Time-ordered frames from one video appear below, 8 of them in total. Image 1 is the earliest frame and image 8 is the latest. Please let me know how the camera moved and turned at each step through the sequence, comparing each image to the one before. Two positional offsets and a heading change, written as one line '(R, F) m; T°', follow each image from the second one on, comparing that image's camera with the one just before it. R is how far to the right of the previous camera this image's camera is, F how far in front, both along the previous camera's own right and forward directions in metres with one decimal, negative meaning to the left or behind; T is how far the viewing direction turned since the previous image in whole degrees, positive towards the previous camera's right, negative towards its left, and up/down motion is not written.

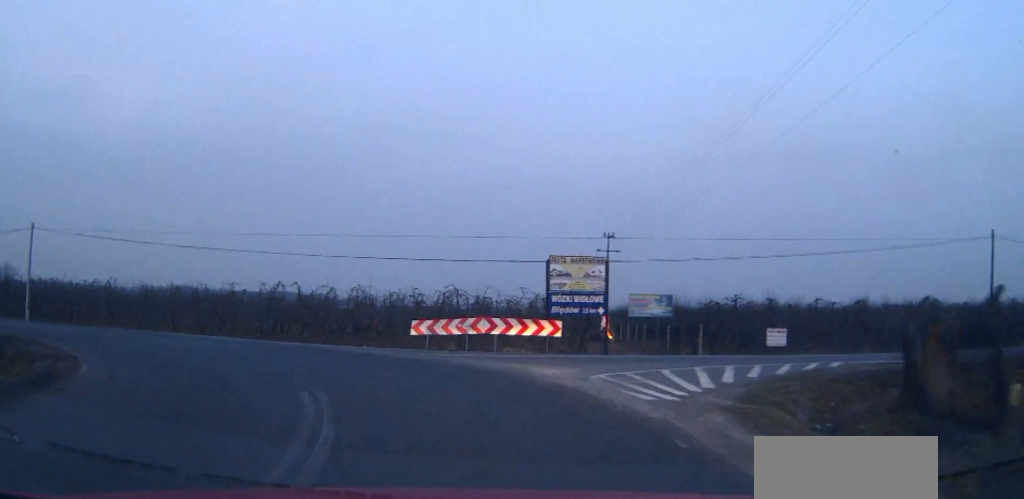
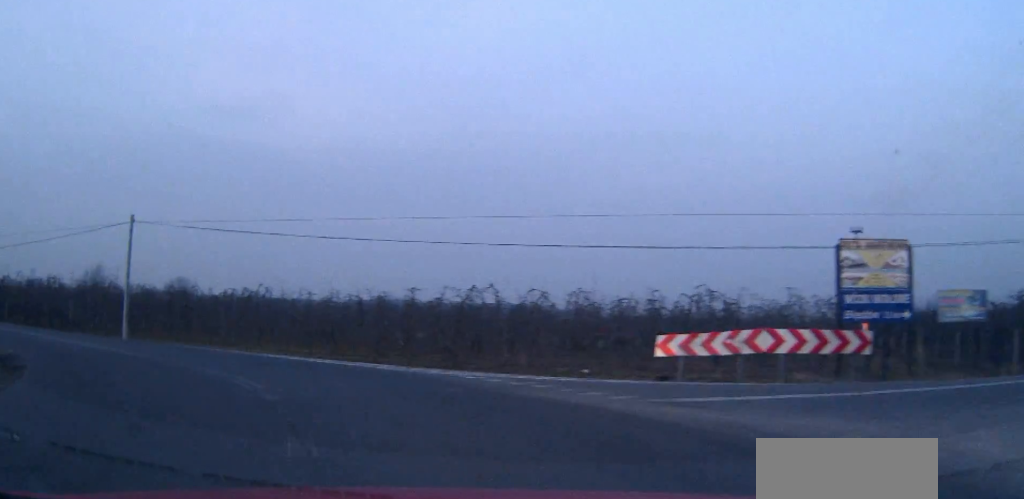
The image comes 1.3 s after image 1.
(-0.8, +9.9) m; -14°
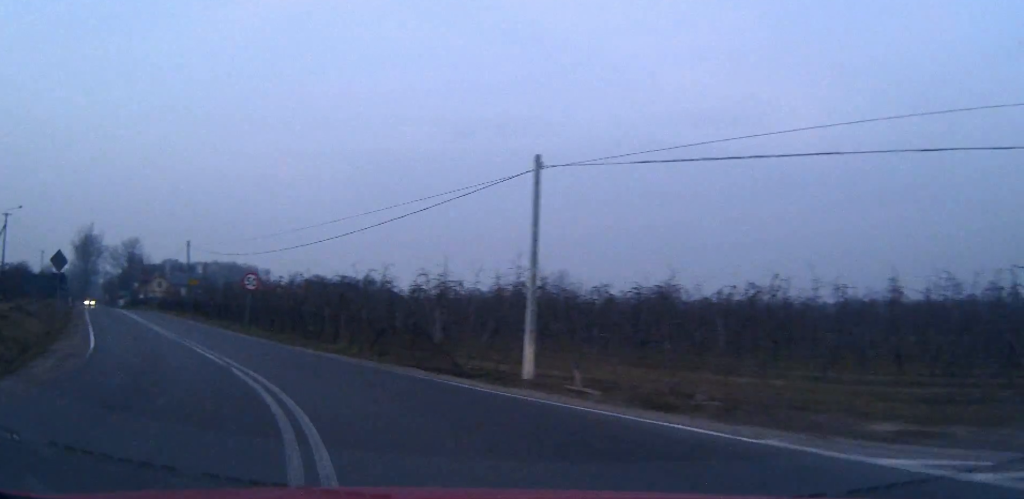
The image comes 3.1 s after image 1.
(-4.2, +14.1) m; -36°
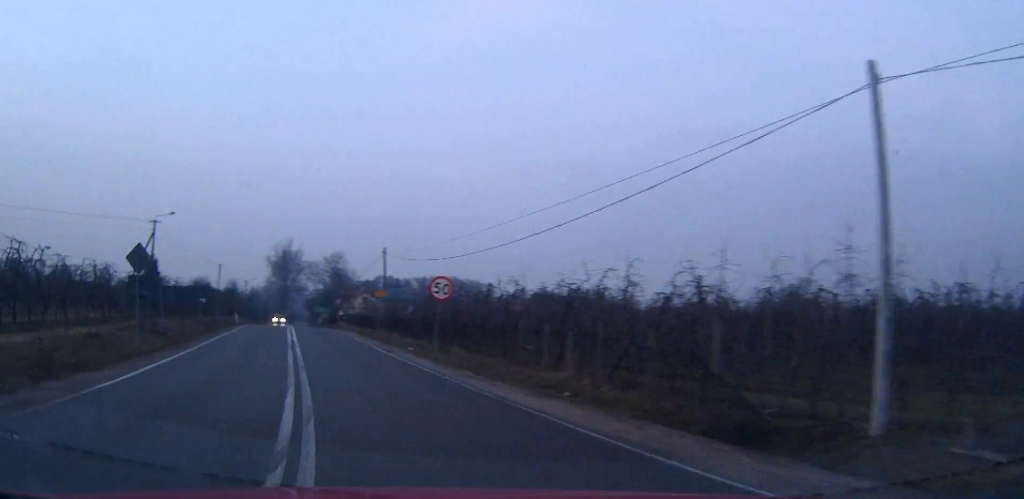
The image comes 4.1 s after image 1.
(-1.4, +8.0) m; -17°
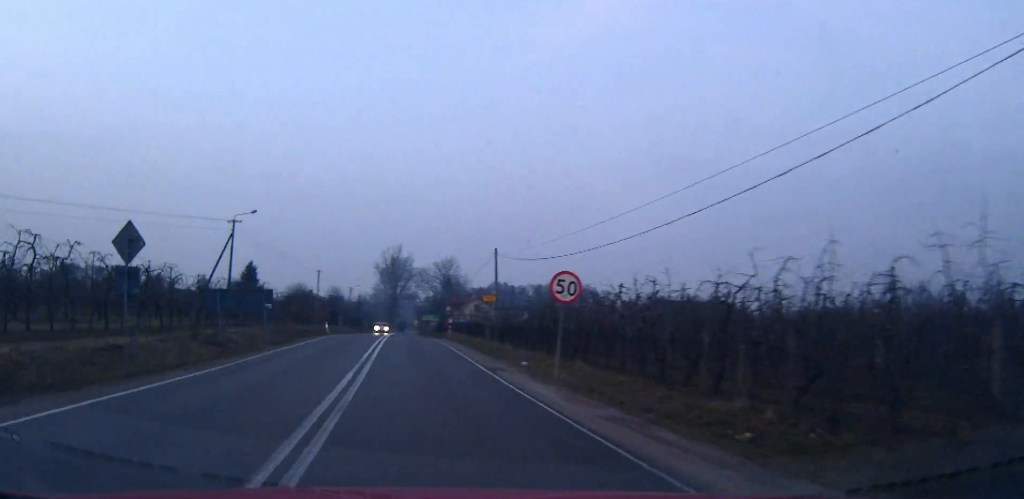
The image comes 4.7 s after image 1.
(-0.7, +5.9) m; -9°
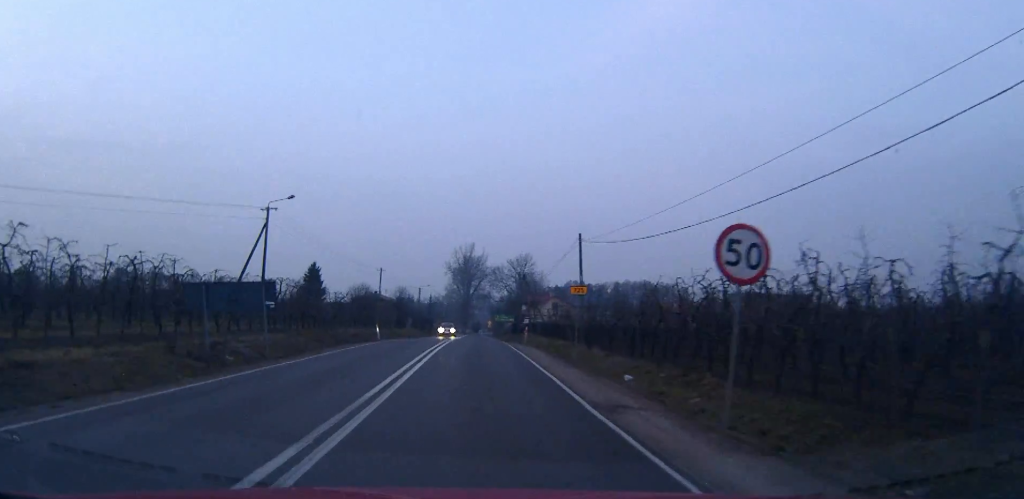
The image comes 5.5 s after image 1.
(-0.8, +8.2) m; -8°
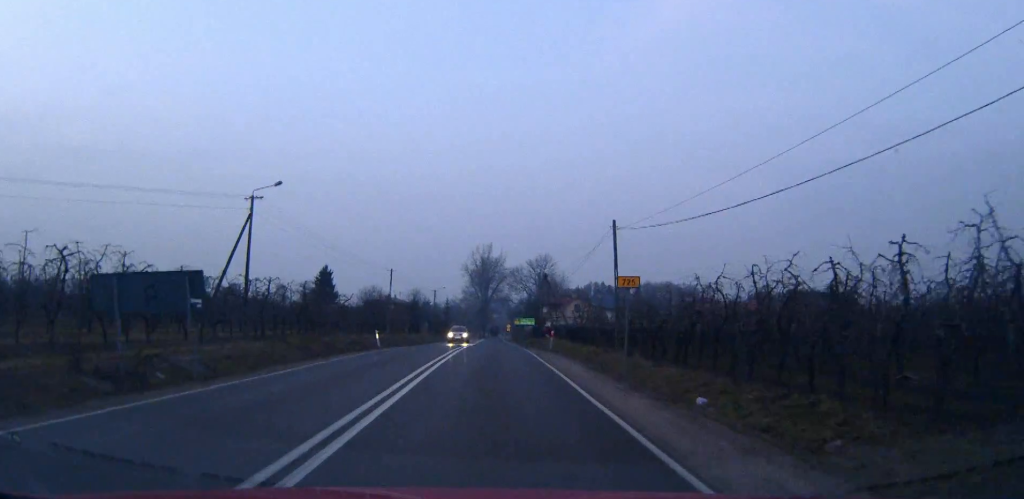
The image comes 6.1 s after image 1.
(-0.3, +6.3) m; -4°
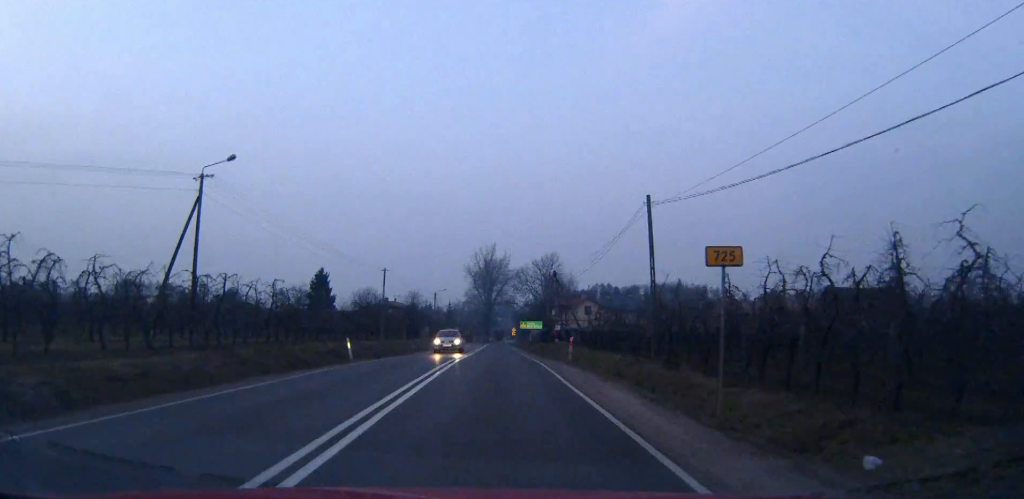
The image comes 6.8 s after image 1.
(-0.2, +8.0) m; -1°
